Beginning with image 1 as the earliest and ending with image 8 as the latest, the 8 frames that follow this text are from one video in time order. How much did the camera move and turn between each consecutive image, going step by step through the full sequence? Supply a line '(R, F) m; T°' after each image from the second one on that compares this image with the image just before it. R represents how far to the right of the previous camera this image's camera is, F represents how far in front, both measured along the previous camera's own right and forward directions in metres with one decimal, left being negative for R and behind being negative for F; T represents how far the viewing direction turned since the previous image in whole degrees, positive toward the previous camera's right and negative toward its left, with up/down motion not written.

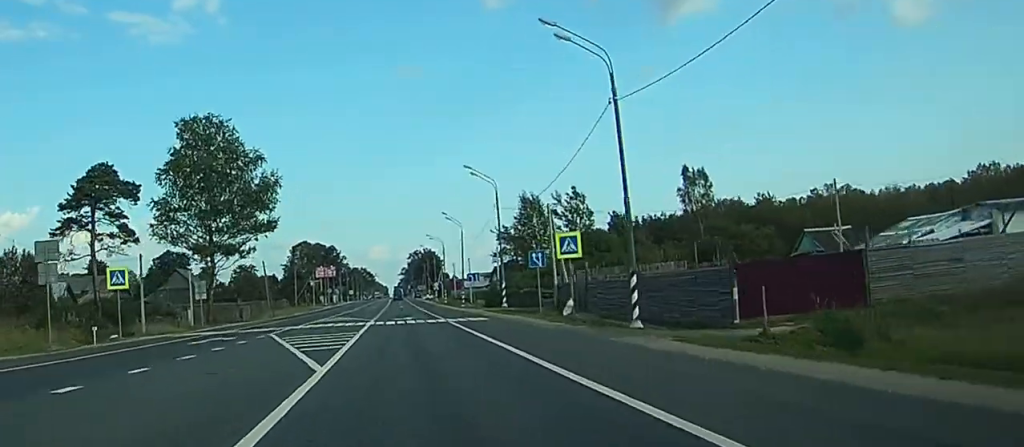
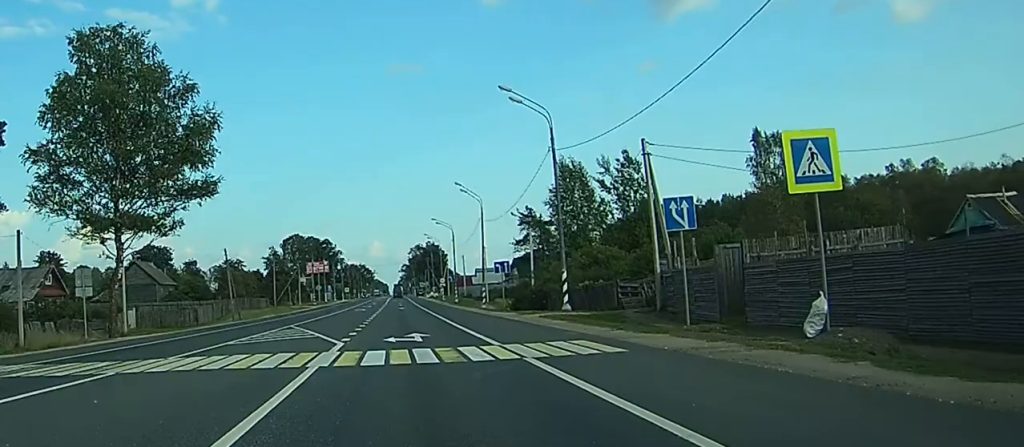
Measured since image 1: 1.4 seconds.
(0.0, +25.8) m; 0°
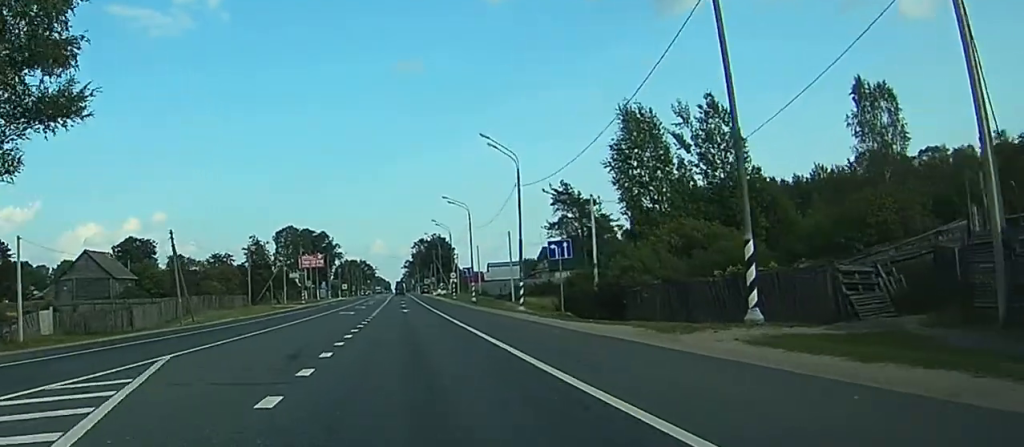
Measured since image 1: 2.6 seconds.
(-0.1, +23.2) m; 0°
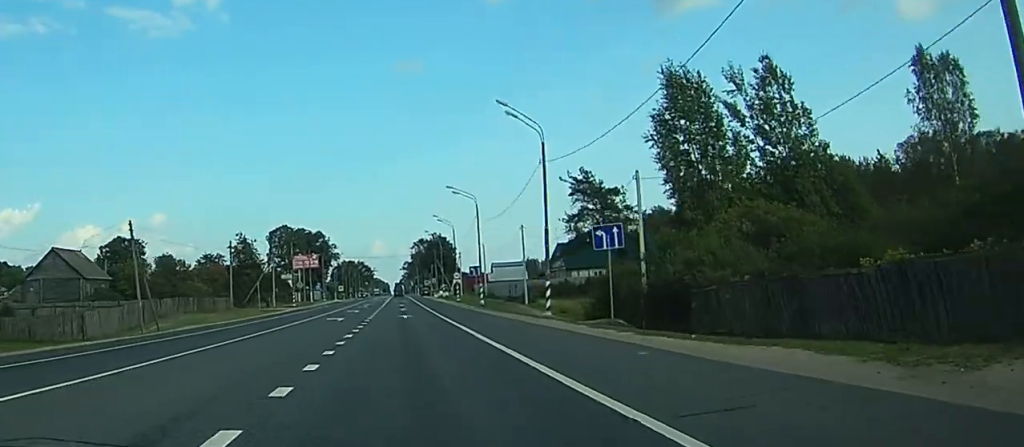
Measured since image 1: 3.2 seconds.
(0.0, +10.6) m; 0°
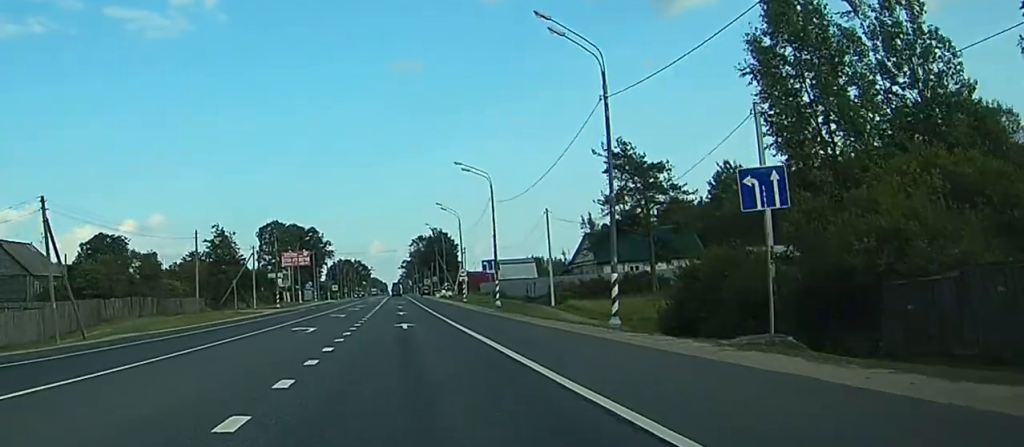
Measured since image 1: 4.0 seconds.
(0.0, +15.0) m; 0°
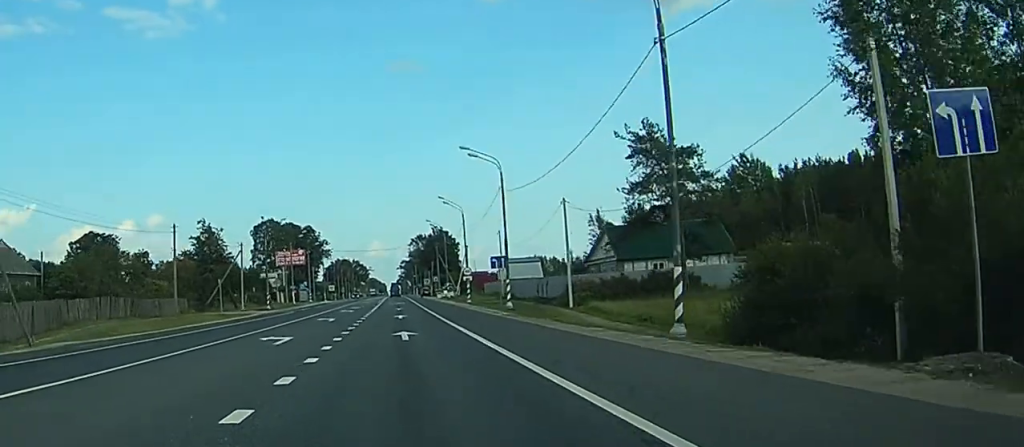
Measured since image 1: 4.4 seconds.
(0.0, +7.5) m; 0°
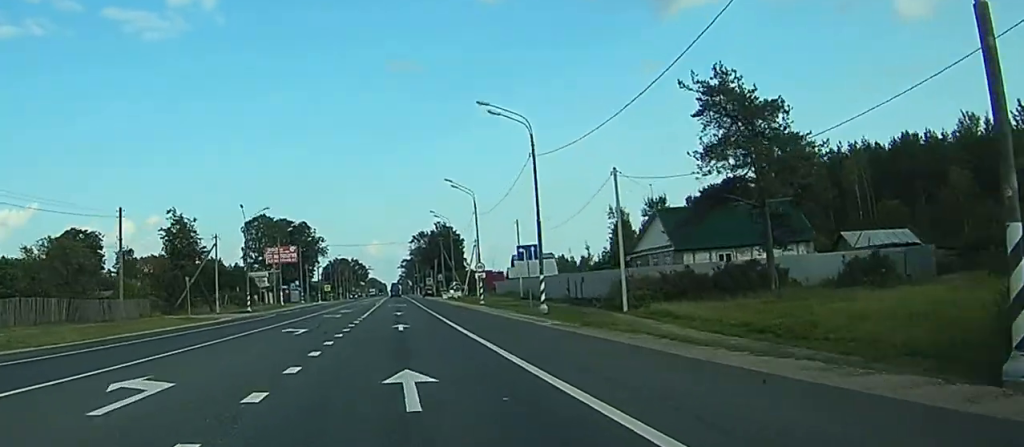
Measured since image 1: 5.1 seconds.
(0.0, +14.3) m; 0°
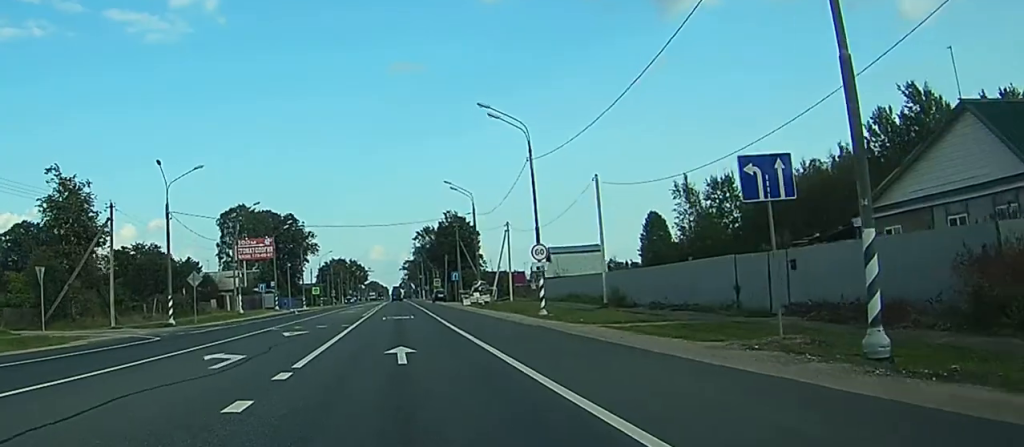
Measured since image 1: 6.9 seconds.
(0.0, +32.9) m; 0°
